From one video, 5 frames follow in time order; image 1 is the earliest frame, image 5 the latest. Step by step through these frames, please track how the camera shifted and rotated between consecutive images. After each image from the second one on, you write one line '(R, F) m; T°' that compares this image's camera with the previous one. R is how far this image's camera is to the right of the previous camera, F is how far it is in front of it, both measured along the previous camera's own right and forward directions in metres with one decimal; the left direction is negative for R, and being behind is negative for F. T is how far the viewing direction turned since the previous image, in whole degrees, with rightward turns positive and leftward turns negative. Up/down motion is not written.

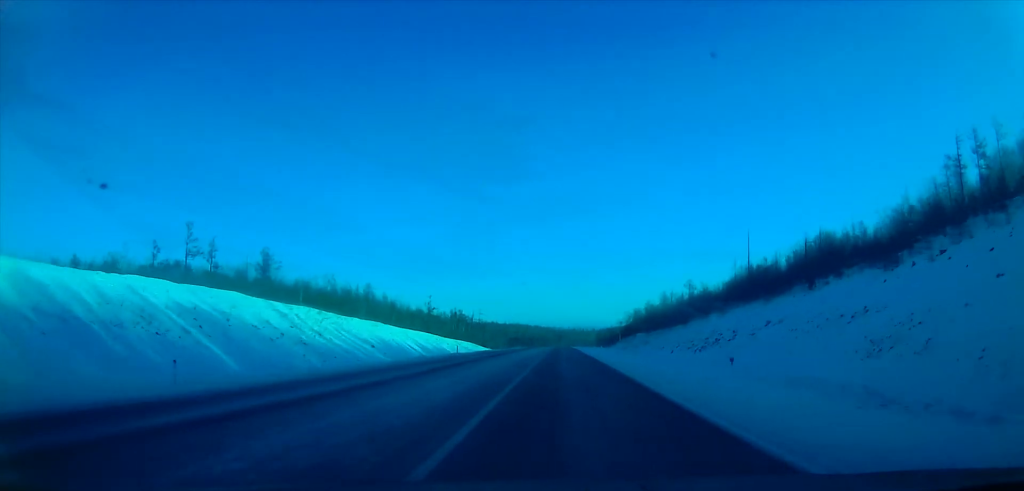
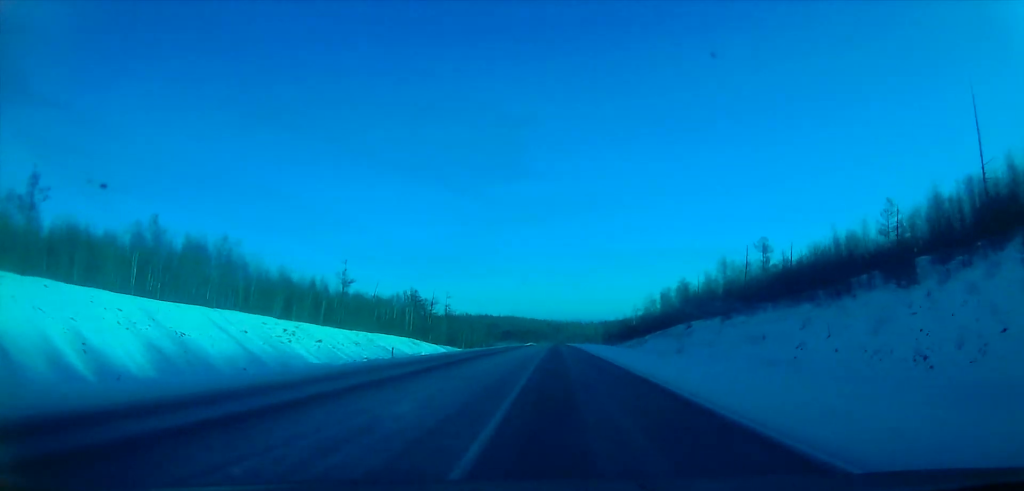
(-1.8, +74.7) m; -2°
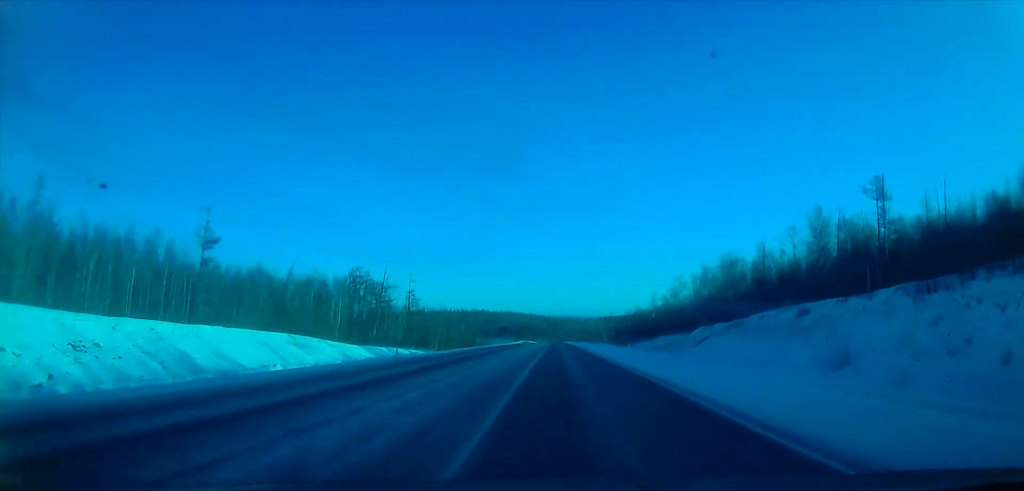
(-0.2, +48.2) m; +1°
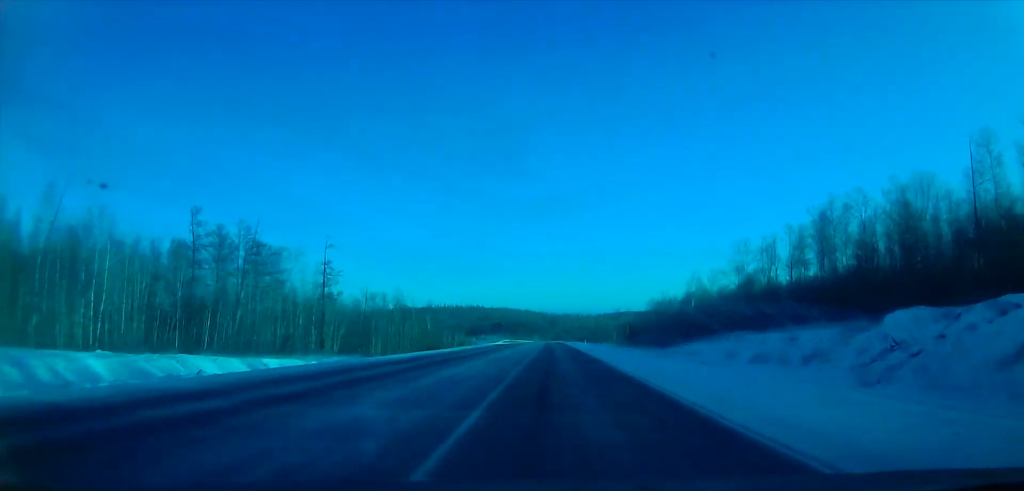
(+2.1, +55.9) m; +2°
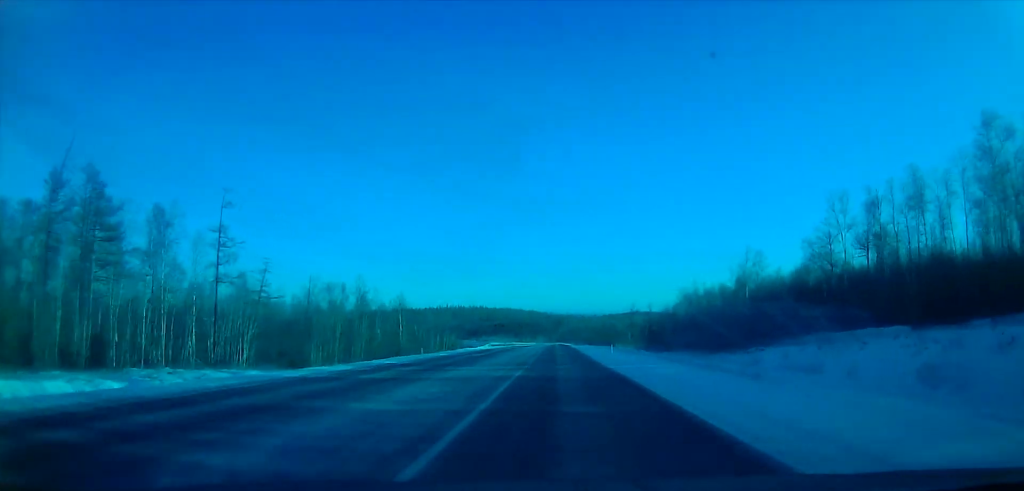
(-0.6, +34.3) m; -2°
